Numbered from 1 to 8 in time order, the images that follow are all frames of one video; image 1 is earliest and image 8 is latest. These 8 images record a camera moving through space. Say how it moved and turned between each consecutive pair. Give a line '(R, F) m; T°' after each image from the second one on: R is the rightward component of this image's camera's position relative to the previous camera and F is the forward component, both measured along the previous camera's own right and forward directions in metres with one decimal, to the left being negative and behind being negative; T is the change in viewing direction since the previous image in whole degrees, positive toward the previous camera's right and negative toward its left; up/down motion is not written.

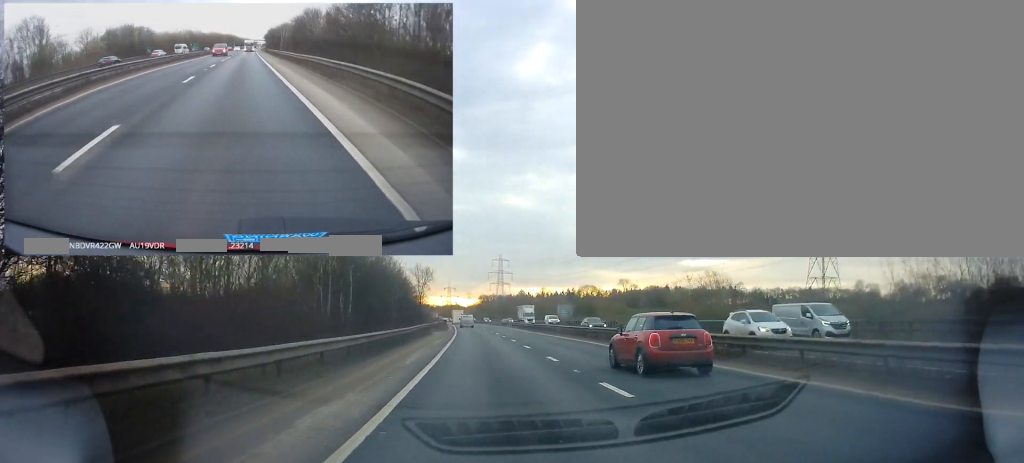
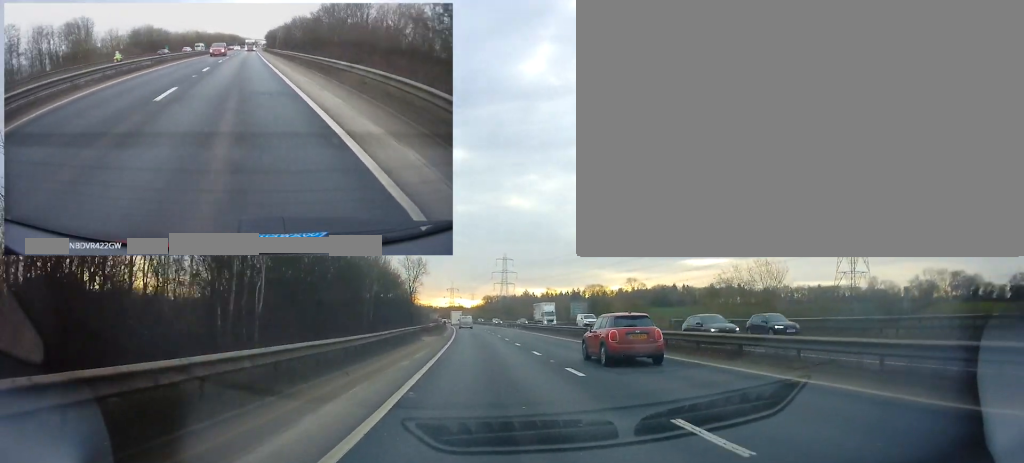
(-0.1, +12.7) m; 0°
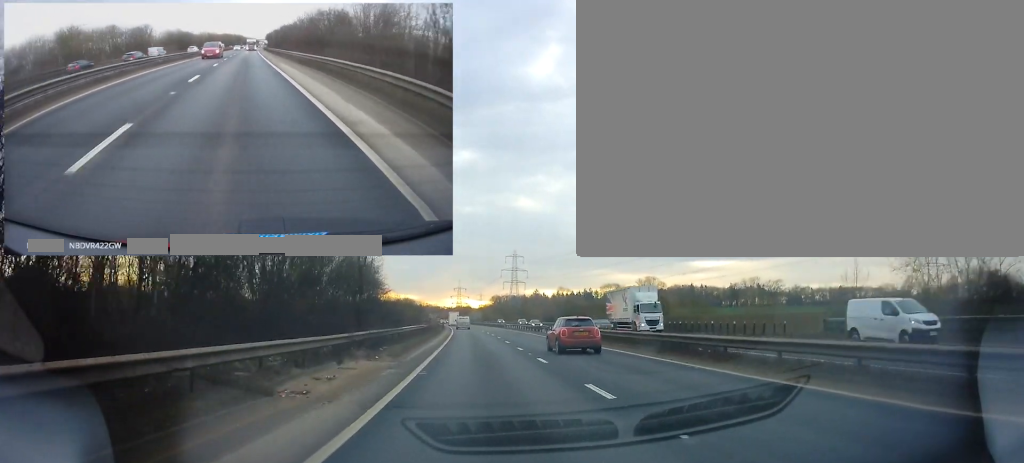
(-0.1, +28.1) m; -1°
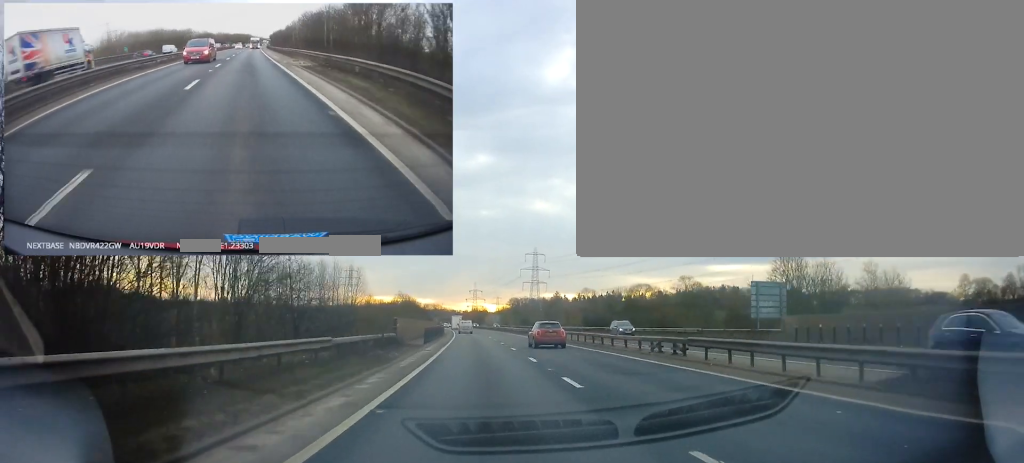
(-0.6, +38.4) m; -2°
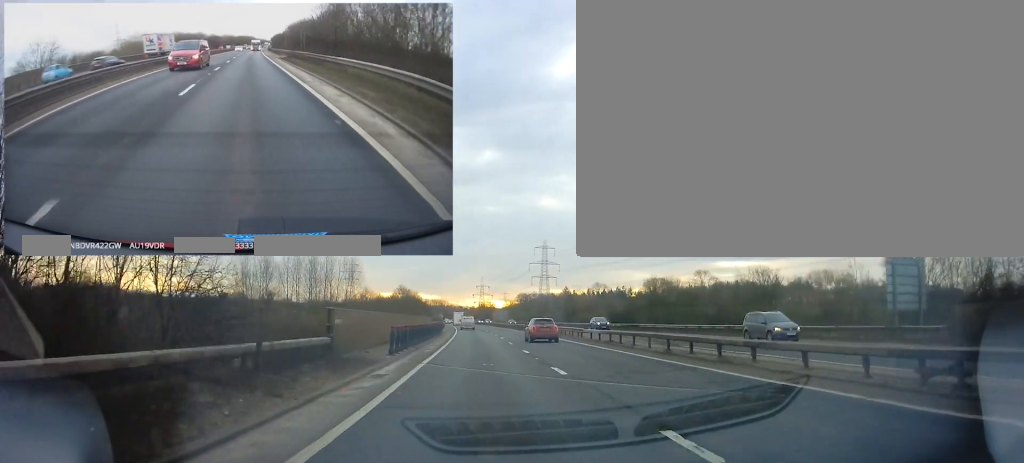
(+0.2, +15.5) m; -1°
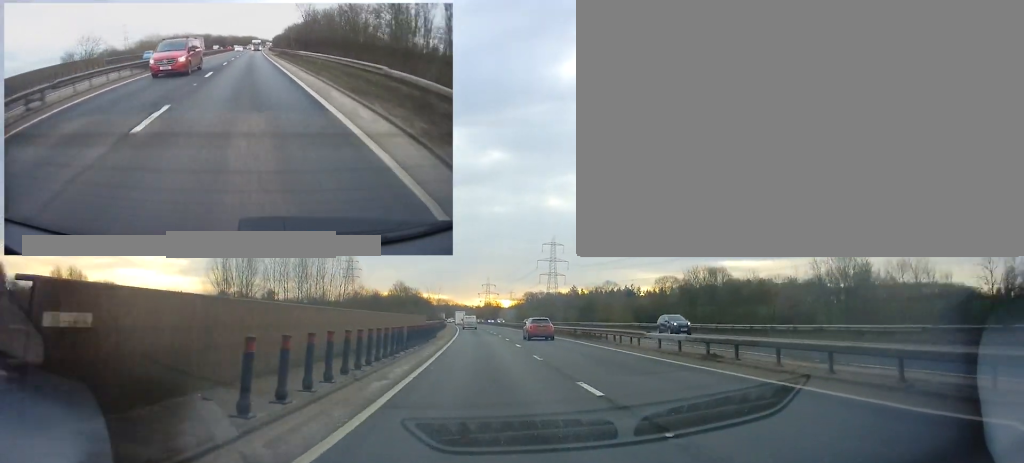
(-0.2, +12.9) m; -1°
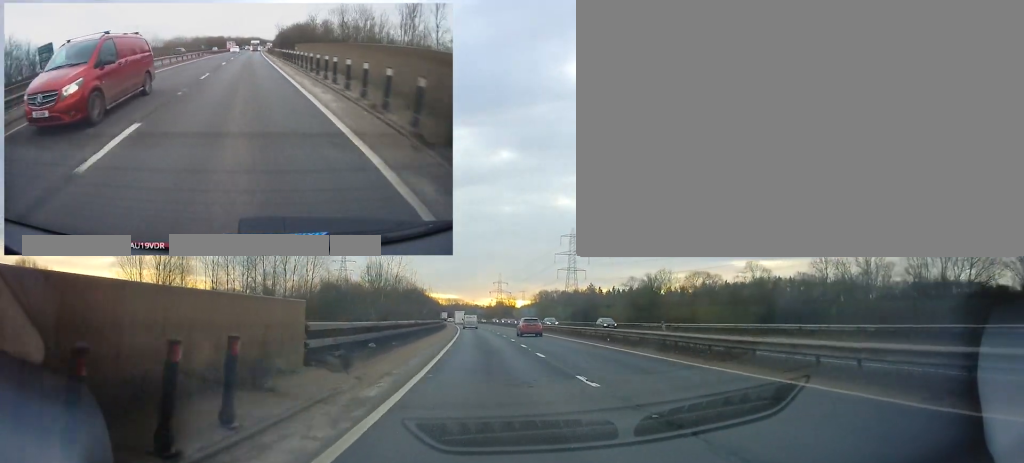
(-0.3, +35.2) m; -1°
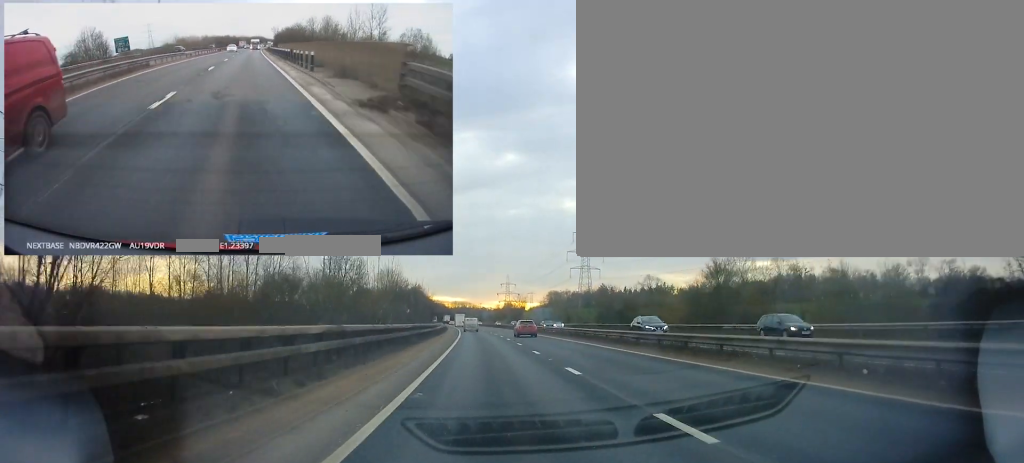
(-0.2, +21.4) m; -1°
